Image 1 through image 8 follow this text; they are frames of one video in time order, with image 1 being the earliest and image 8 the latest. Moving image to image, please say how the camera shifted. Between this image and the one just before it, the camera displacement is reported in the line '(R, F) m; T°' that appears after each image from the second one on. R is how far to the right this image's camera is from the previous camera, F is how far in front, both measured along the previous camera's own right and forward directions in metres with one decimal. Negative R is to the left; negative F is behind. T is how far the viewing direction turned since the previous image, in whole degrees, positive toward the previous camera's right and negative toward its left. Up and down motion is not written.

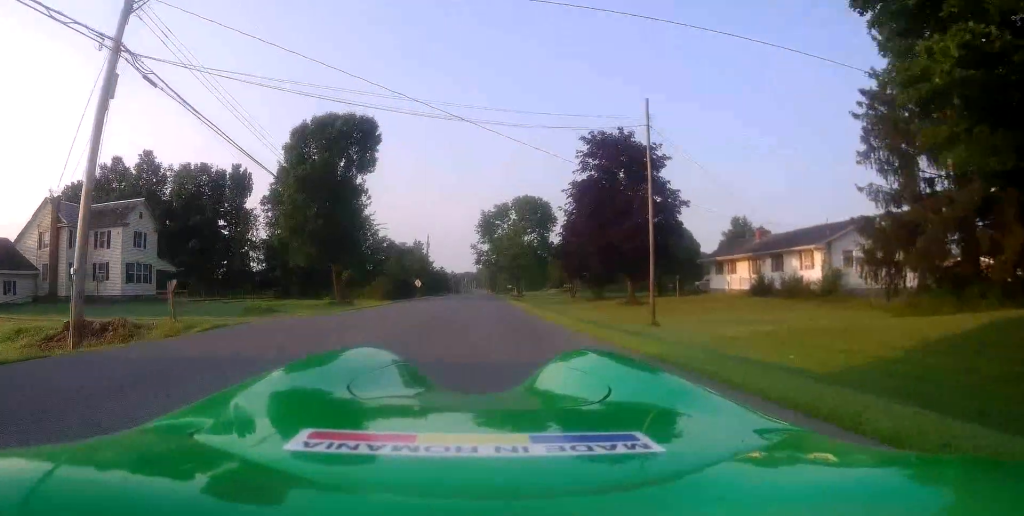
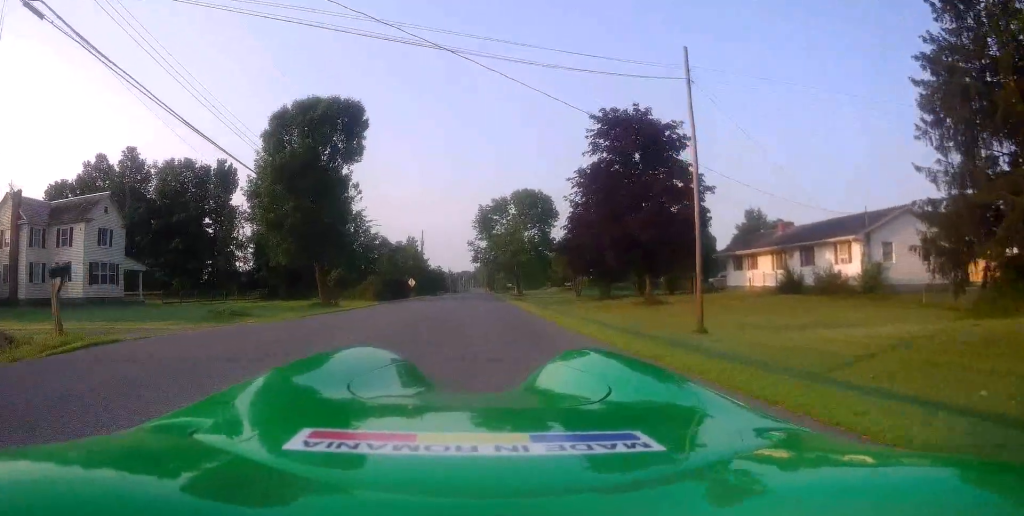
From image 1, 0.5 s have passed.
(+0.1, +4.3) m; +1°
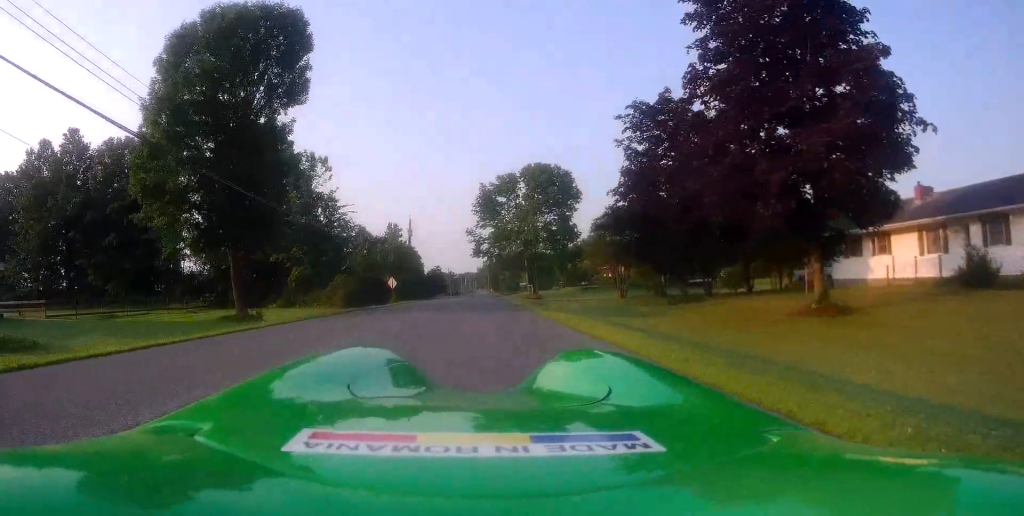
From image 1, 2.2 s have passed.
(-0.4, +16.4) m; -2°
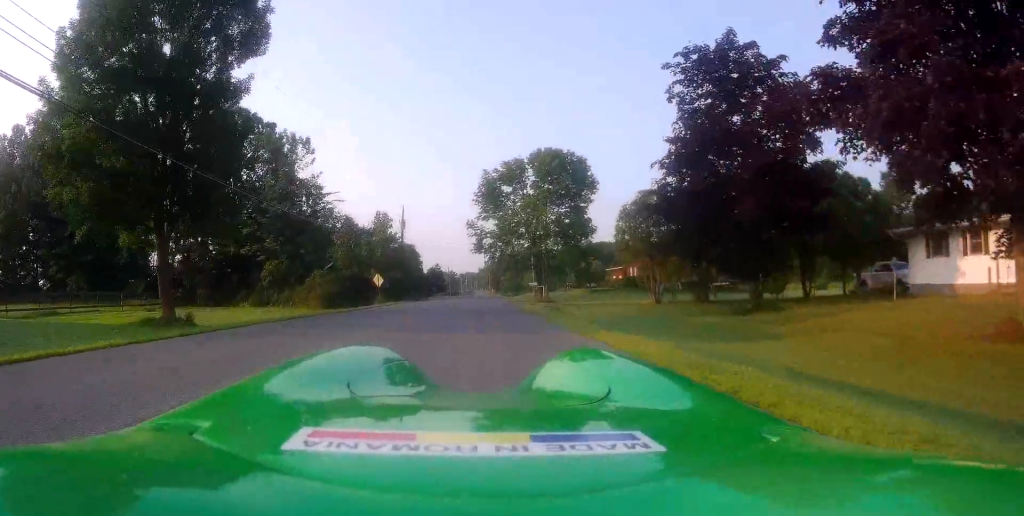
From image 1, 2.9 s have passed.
(0.0, +7.2) m; +1°
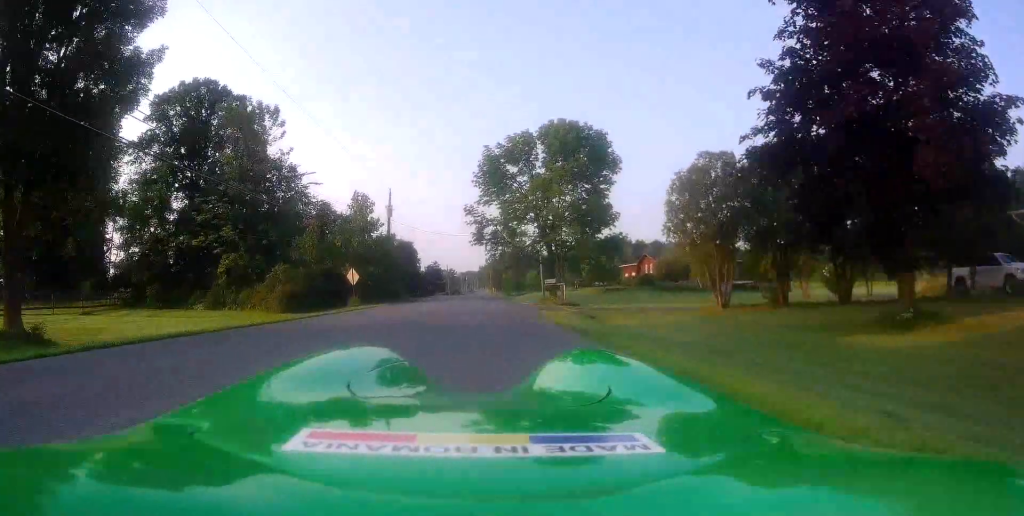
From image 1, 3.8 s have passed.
(+0.3, +8.9) m; +1°
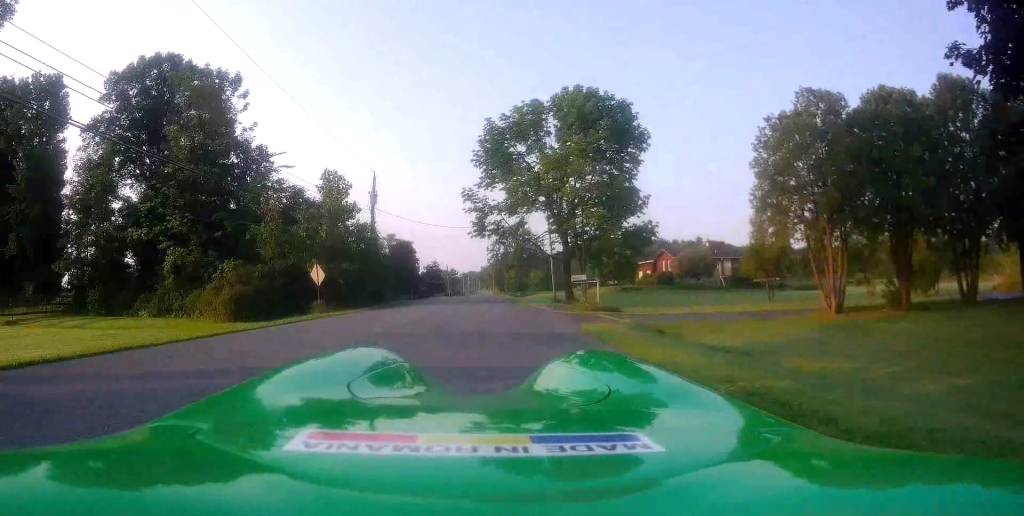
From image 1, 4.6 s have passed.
(0.0, +7.7) m; -2°
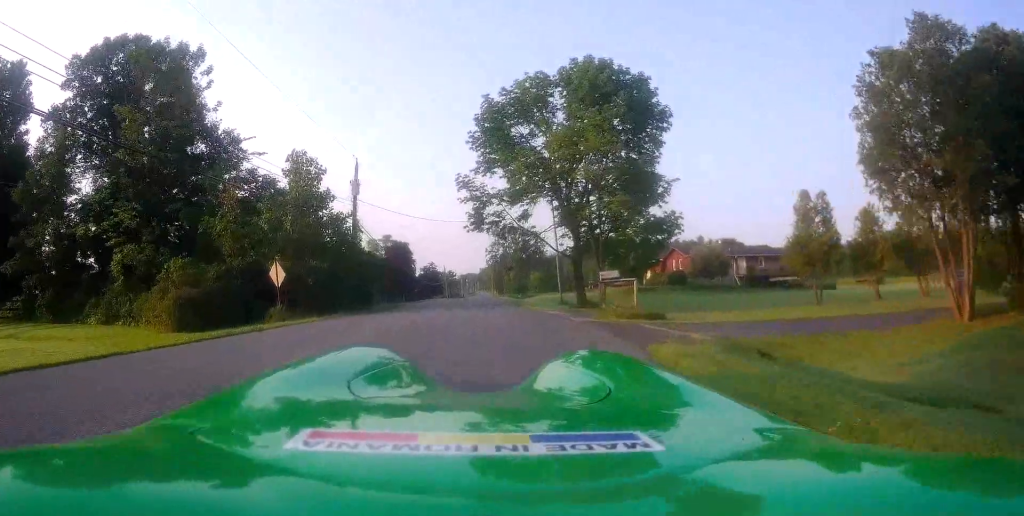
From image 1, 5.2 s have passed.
(-0.2, +5.3) m; 0°
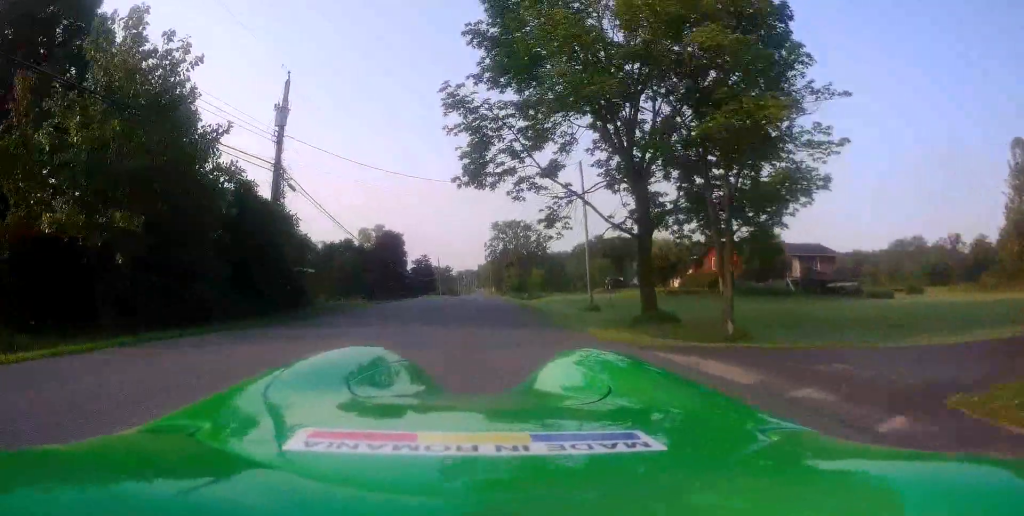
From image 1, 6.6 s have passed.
(+0.2, +13.8) m; +2°
